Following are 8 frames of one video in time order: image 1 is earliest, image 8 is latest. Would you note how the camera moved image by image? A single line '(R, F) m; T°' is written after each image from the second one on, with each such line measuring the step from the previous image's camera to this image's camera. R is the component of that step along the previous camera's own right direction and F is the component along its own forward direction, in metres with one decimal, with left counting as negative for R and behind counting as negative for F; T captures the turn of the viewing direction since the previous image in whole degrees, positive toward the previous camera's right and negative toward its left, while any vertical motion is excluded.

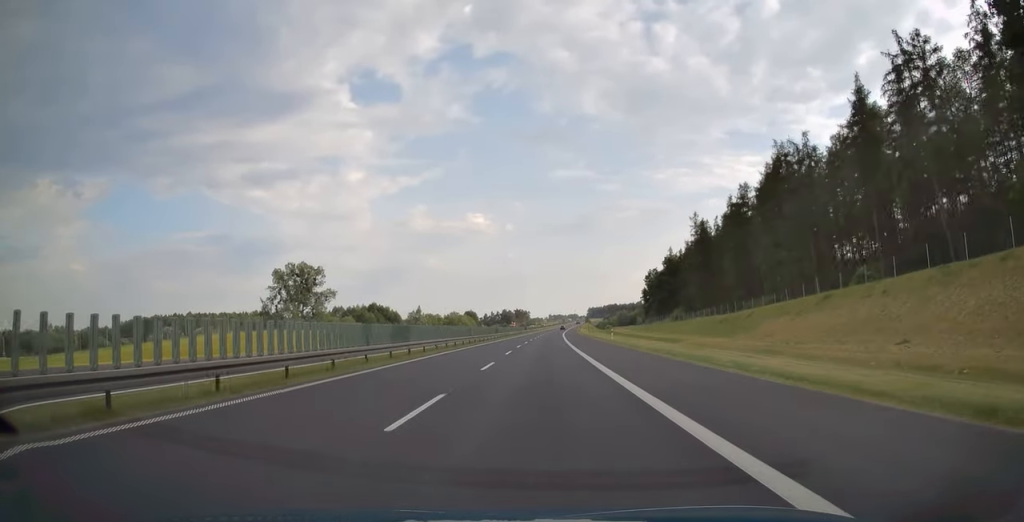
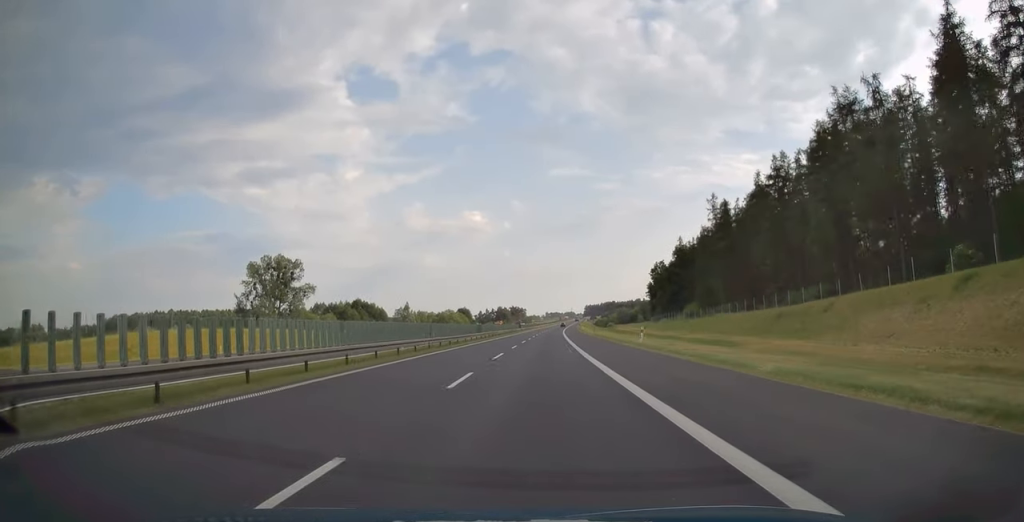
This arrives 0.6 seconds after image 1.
(+0.1, +18.3) m; 0°
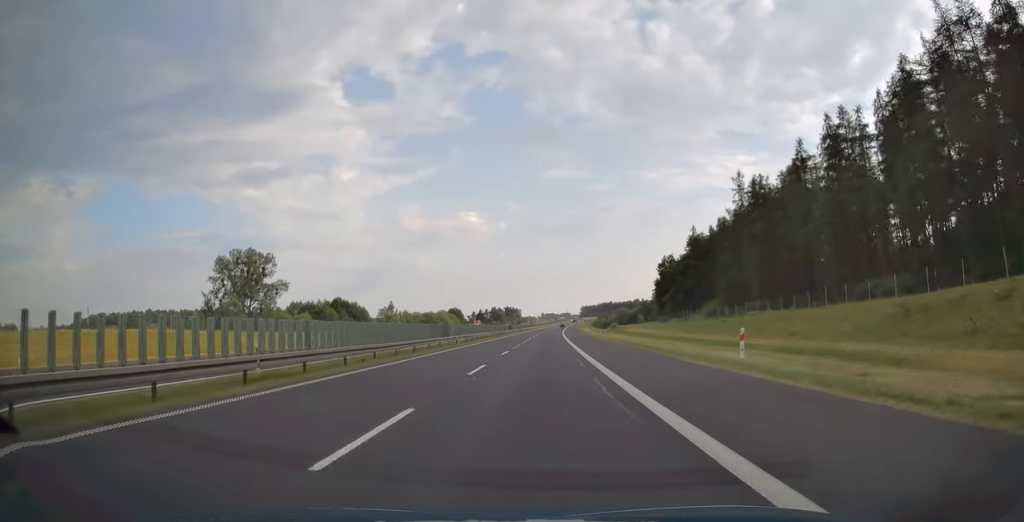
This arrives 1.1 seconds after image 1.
(0.0, +20.0) m; 0°
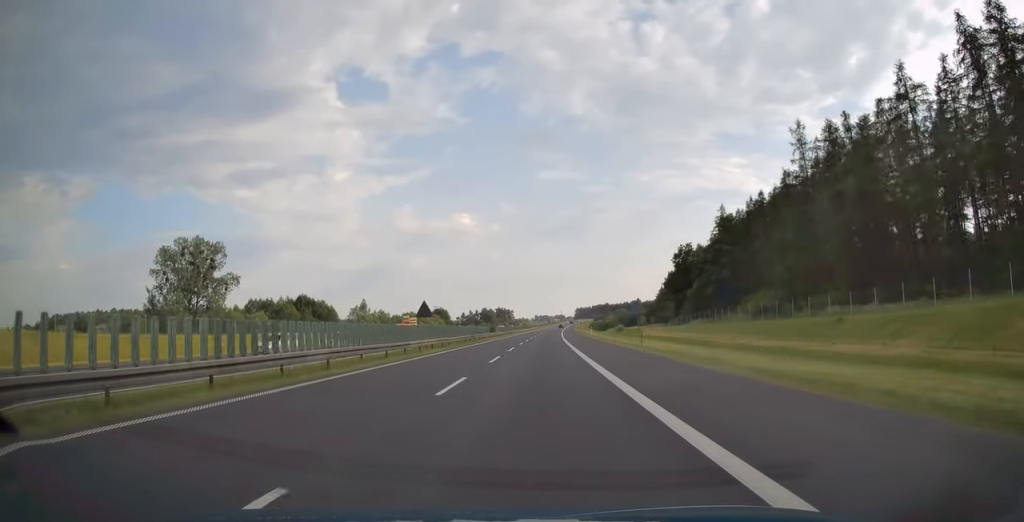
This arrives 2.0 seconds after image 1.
(+0.2, +29.4) m; +1°
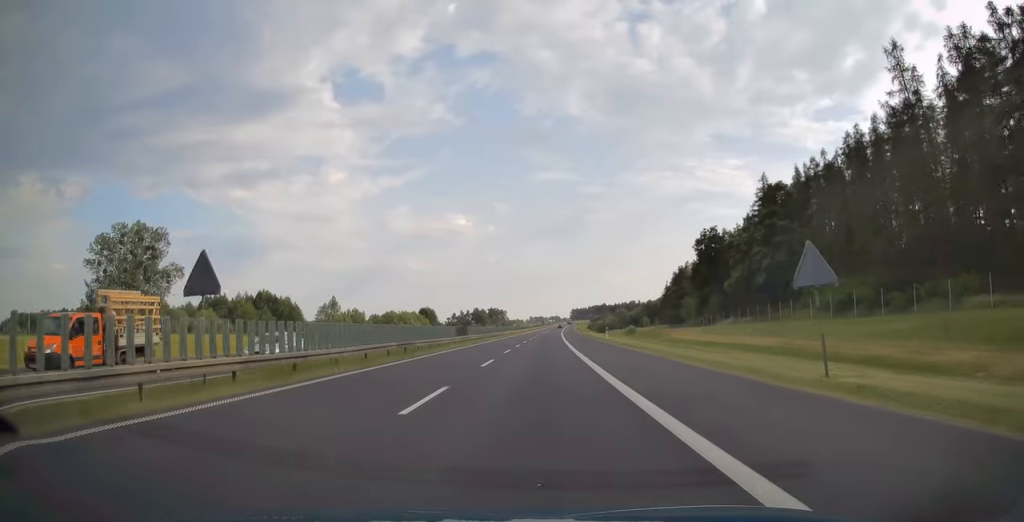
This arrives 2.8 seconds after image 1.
(+0.1, +26.5) m; 0°
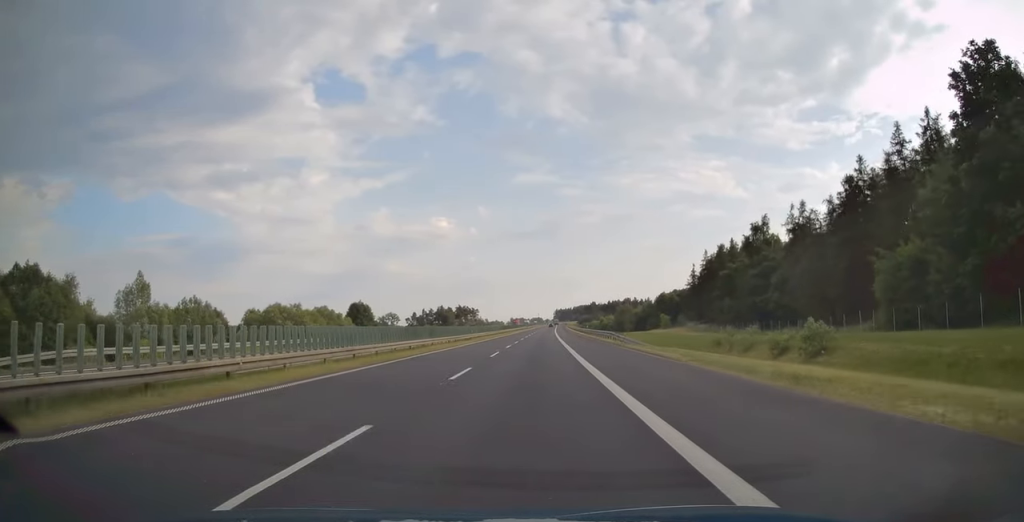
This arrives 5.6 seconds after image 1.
(+1.4, +89.9) m; +2°
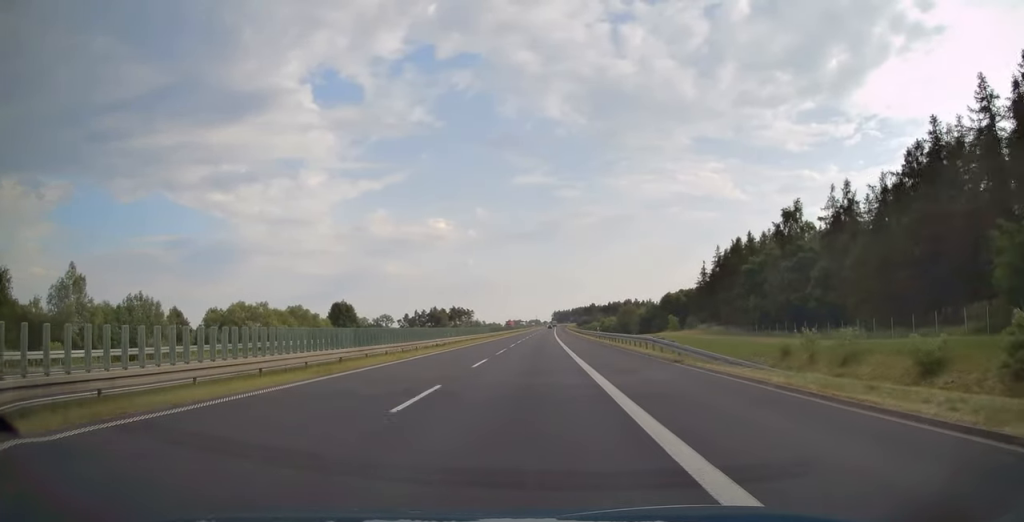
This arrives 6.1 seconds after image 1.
(+0.1, +17.6) m; 0°
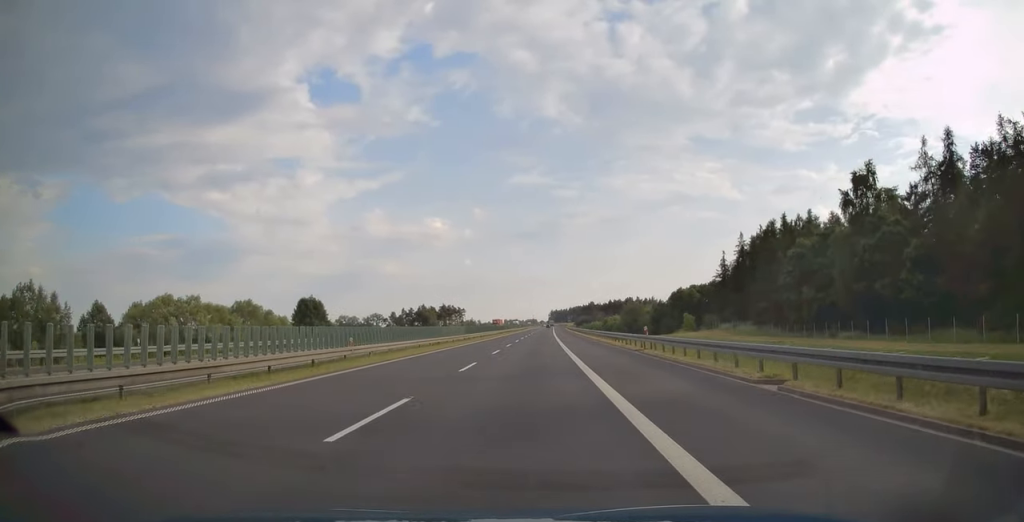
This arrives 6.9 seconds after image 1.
(0.0, +27.0) m; 0°
